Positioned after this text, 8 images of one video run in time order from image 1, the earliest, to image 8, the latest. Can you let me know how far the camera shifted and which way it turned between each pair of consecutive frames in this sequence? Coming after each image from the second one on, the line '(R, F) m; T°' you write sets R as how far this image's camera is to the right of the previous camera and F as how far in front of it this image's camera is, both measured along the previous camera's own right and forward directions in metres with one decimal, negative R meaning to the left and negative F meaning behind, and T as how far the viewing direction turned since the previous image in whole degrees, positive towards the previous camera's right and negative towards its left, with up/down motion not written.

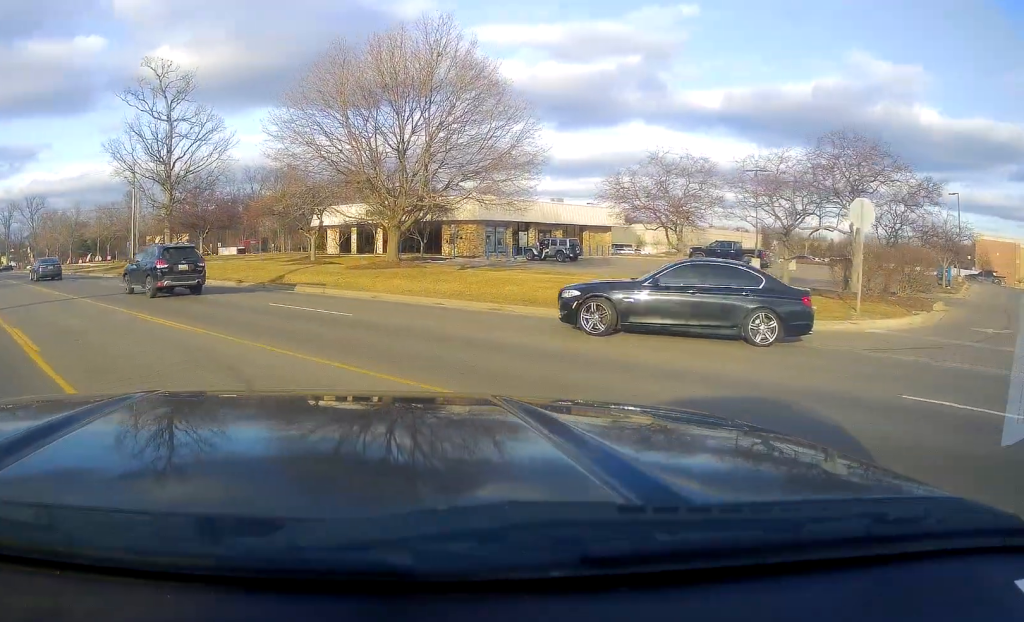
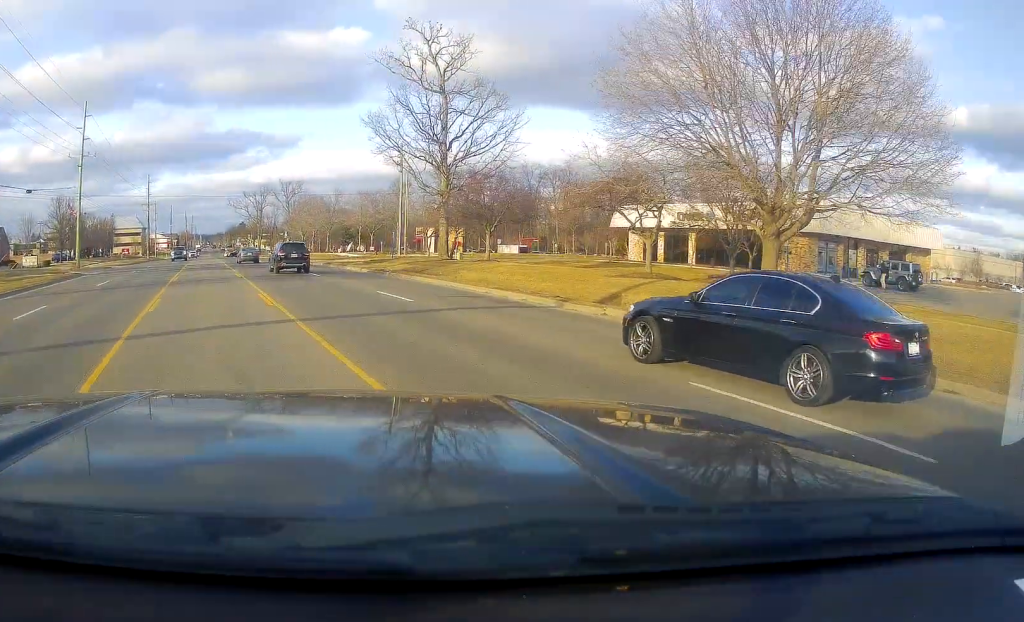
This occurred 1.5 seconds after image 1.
(-2.9, +9.0) m; -20°
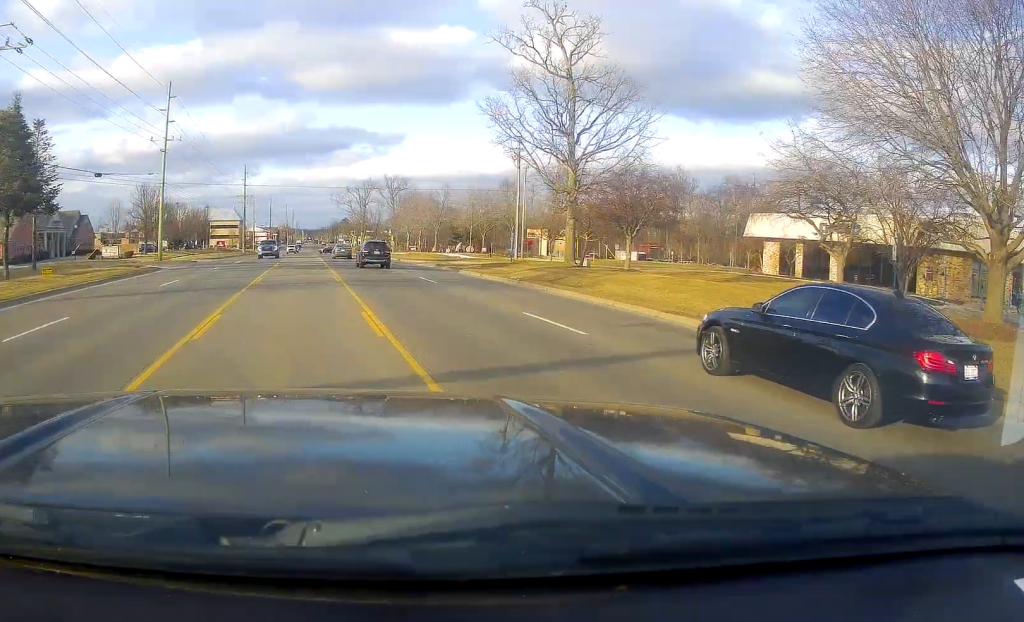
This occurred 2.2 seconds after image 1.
(-0.2, +5.5) m; -1°
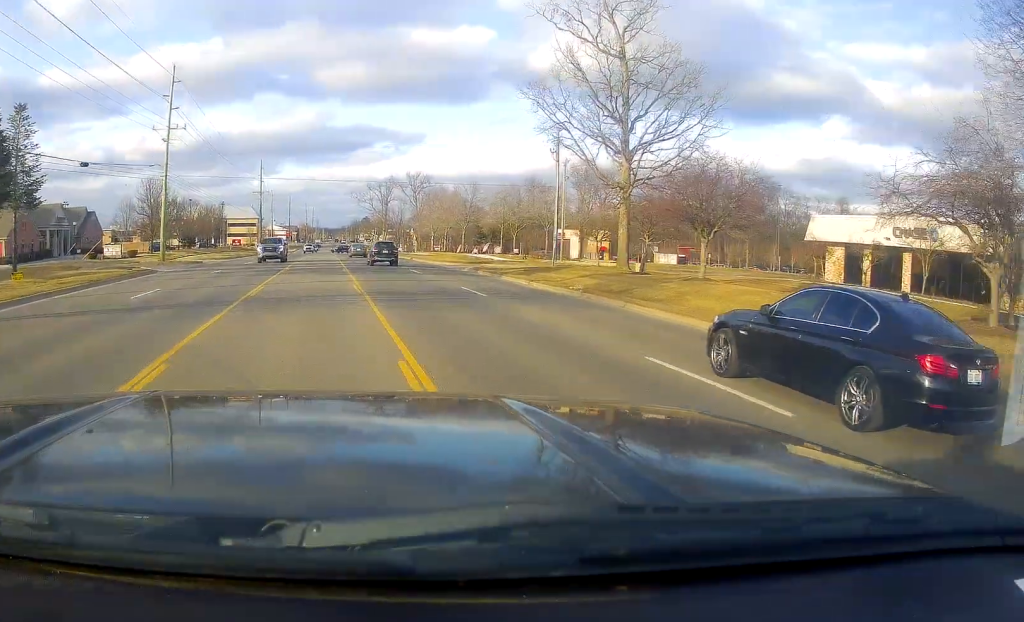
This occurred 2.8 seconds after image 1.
(+0.2, +6.0) m; -2°
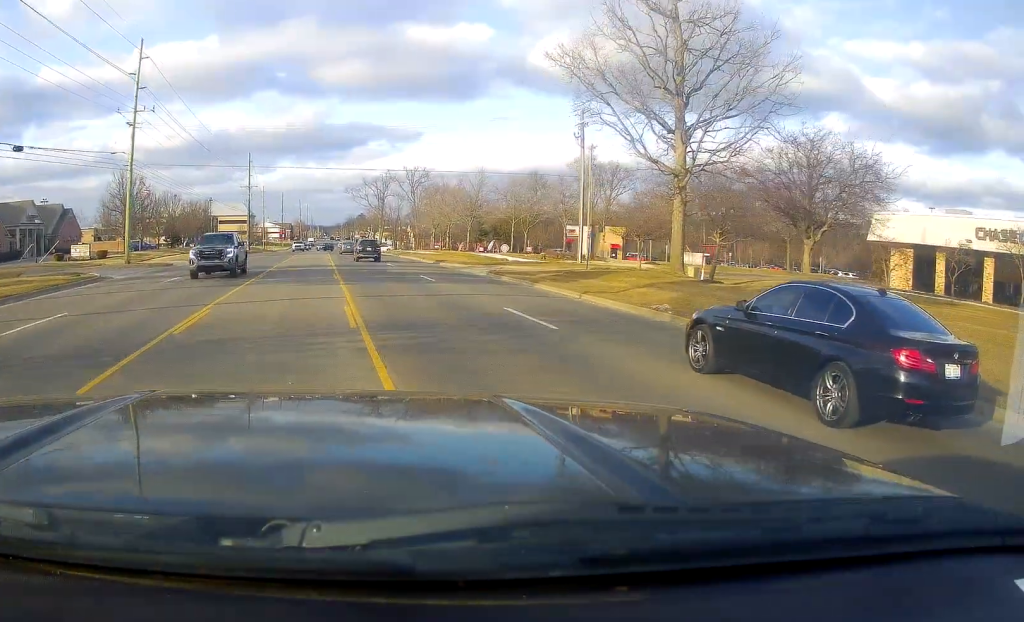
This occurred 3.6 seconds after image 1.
(-0.4, +8.2) m; -5°
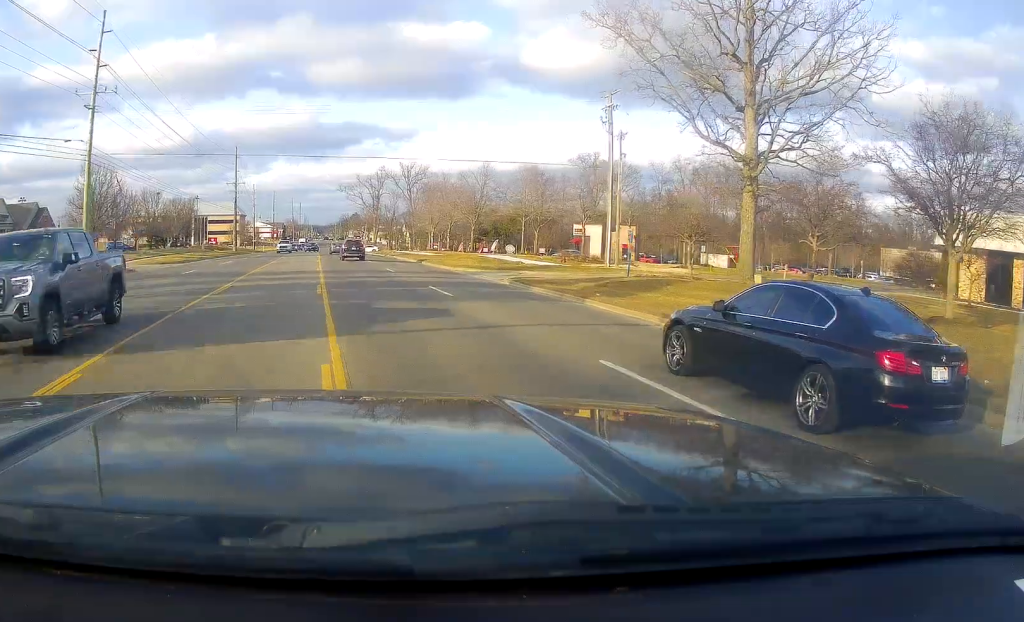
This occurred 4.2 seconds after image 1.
(-0.3, +7.2) m; -4°
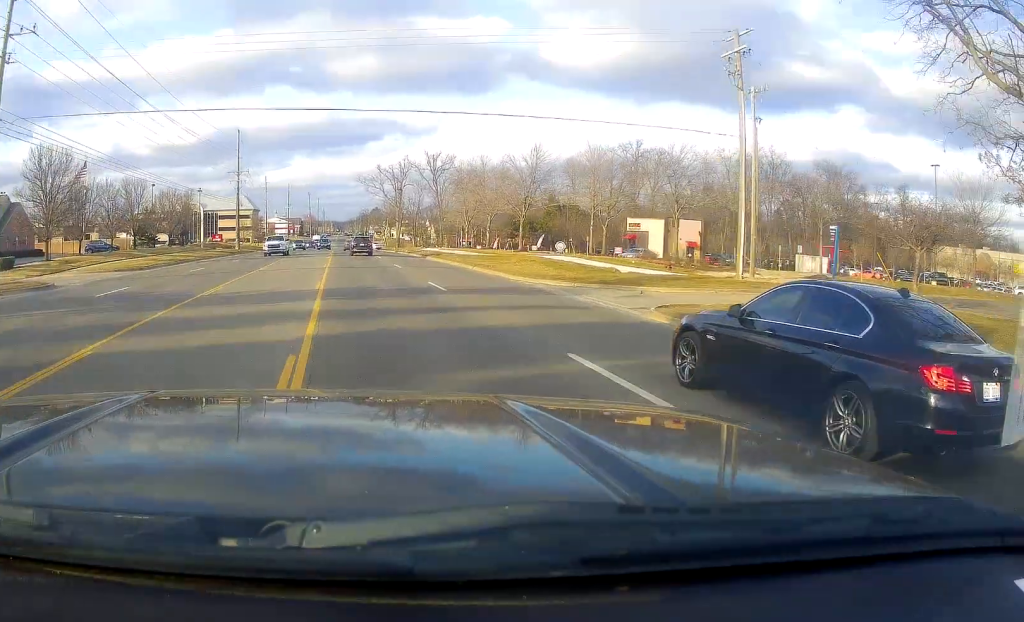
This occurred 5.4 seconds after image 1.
(-0.4, +14.8) m; +1°
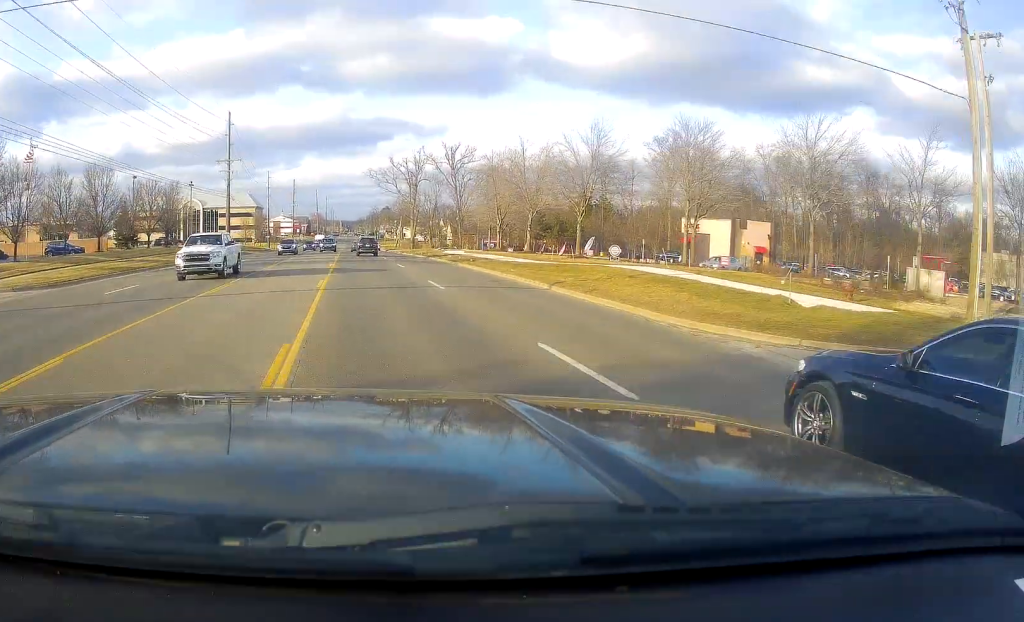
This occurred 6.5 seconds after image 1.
(+0.5, +14.2) m; +2°
